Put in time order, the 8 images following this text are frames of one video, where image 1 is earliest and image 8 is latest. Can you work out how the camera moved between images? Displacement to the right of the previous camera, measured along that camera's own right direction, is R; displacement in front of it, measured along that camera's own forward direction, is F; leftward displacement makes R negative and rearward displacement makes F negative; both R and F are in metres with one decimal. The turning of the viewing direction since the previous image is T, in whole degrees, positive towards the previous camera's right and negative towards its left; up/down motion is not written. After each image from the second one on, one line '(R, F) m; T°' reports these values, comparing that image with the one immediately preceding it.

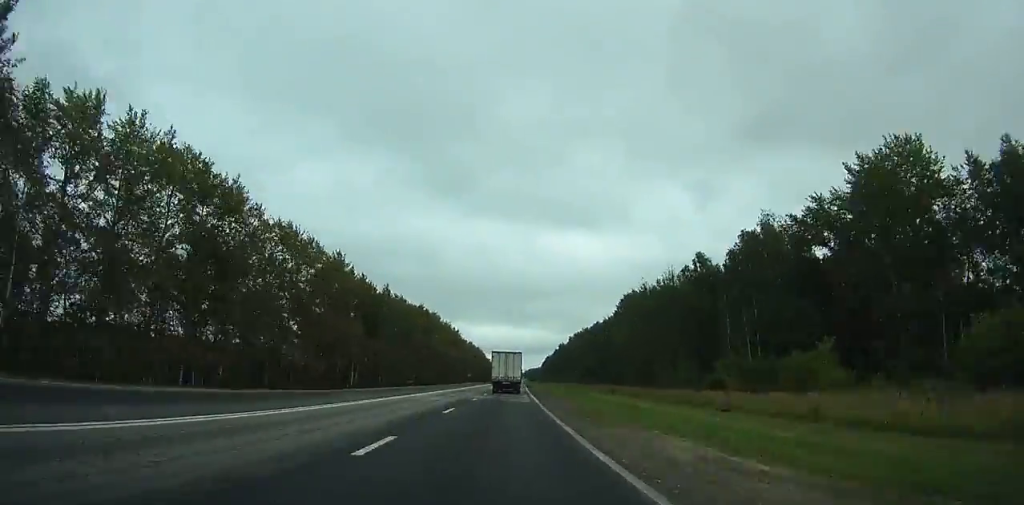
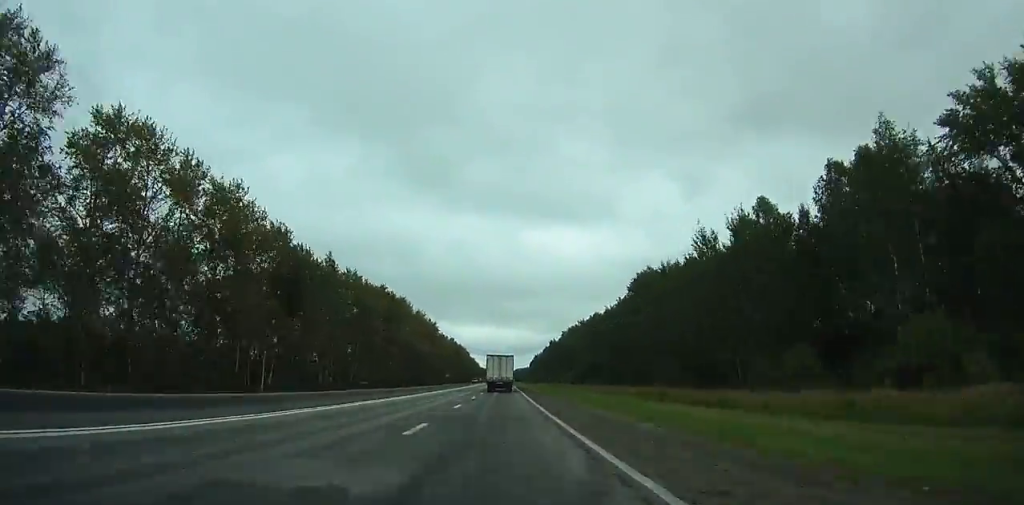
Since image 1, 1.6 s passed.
(+1.3, +33.1) m; +2°
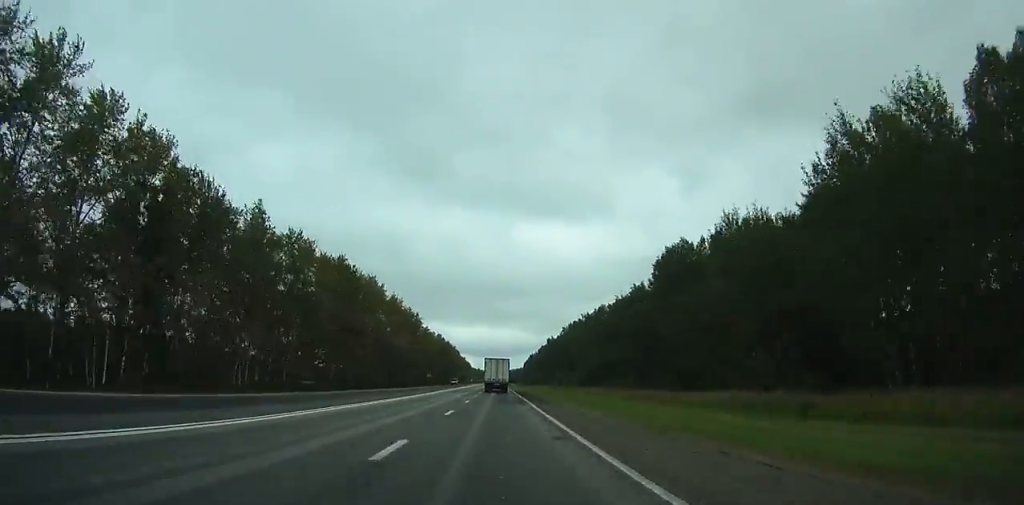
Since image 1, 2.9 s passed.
(+0.4, +26.9) m; +1°
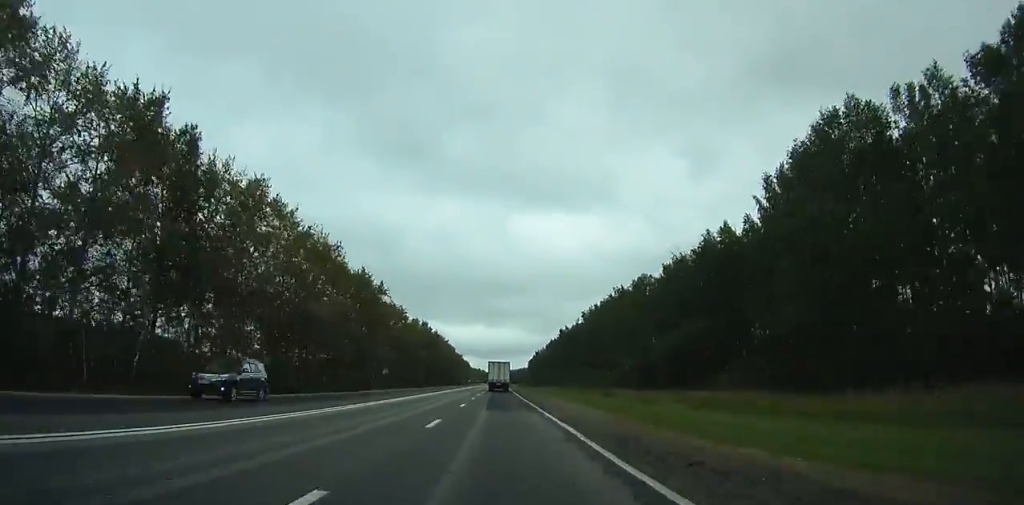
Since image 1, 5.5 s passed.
(+0.5, +54.0) m; +1°
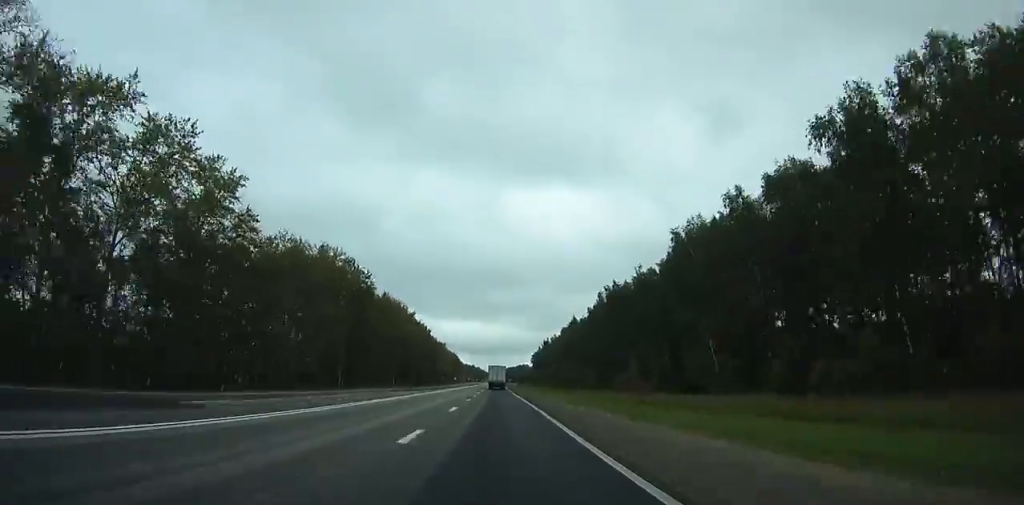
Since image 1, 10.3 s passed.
(+0.4, +100.9) m; 0°
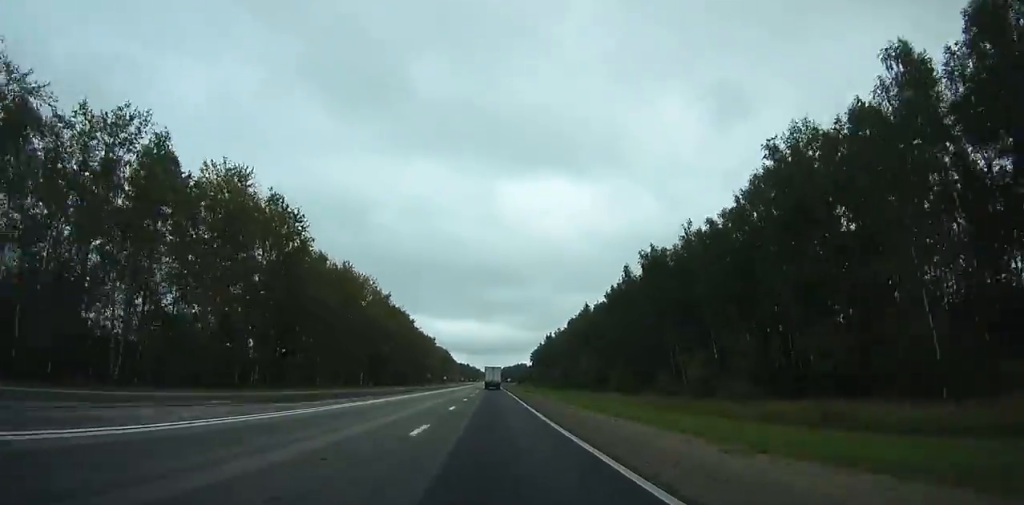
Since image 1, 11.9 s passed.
(0.0, +34.2) m; 0°
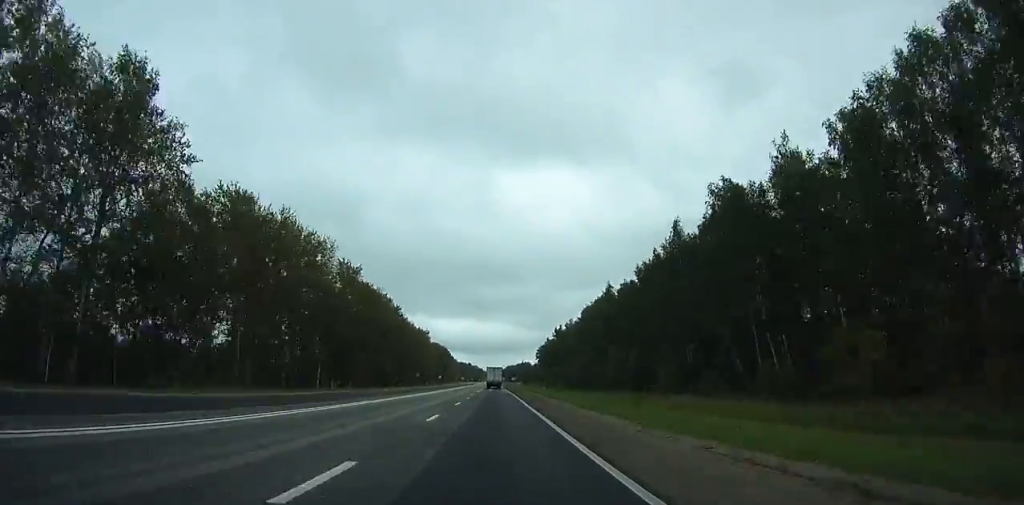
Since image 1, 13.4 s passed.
(-0.1, +32.3) m; 0°
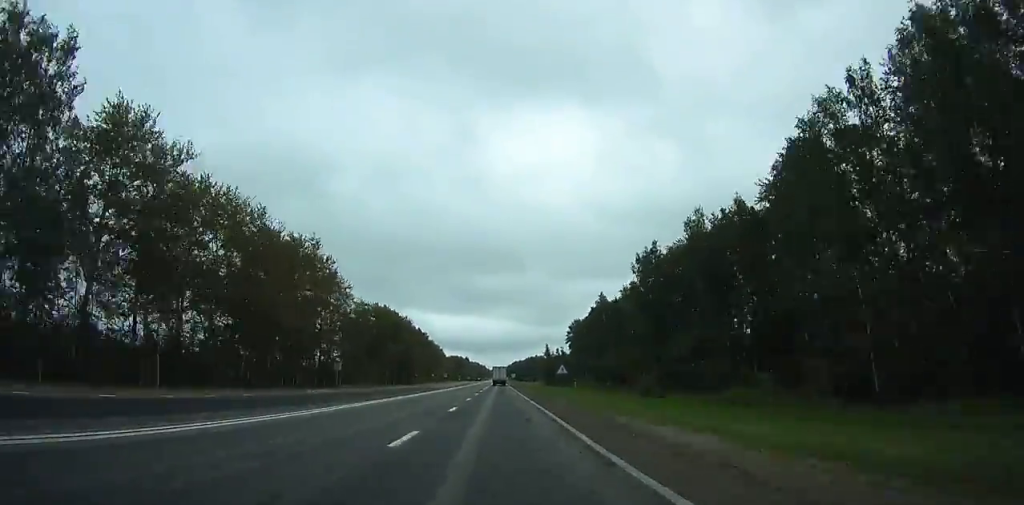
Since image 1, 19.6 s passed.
(0.0, +136.7) m; 0°
